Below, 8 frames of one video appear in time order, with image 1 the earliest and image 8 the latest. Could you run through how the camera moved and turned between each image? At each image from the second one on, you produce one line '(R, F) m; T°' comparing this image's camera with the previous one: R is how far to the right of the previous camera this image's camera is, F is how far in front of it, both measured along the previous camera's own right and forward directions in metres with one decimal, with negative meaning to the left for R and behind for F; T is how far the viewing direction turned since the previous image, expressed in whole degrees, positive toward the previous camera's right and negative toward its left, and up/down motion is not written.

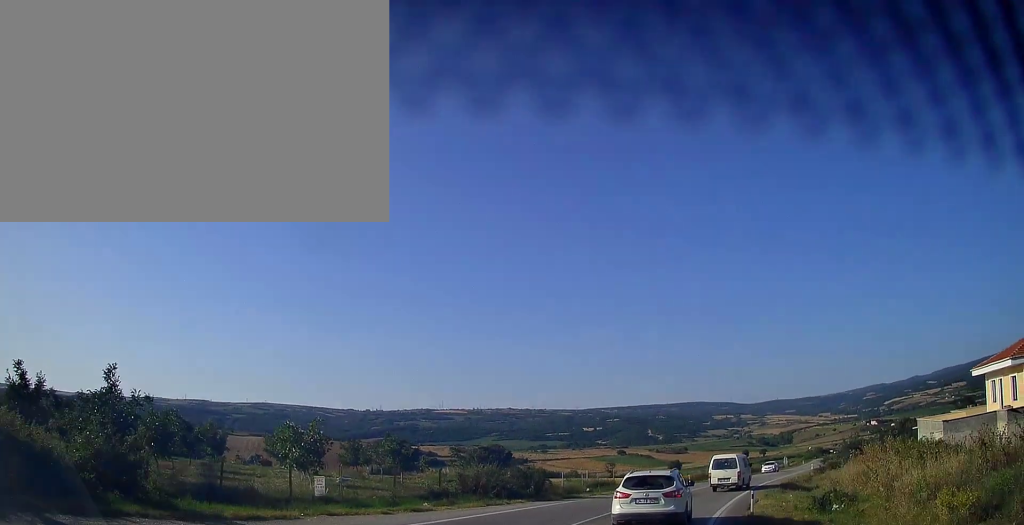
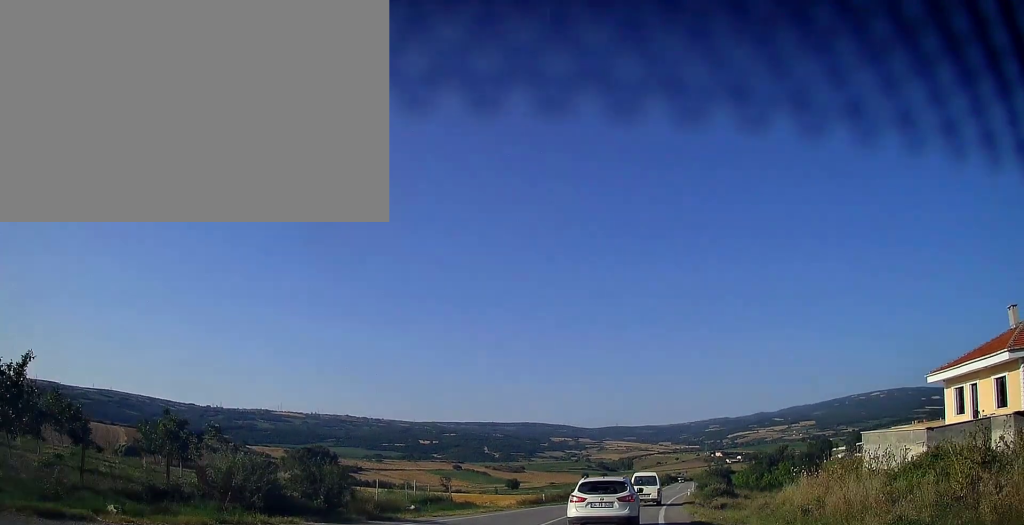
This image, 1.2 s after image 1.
(+1.0, +10.8) m; +14°
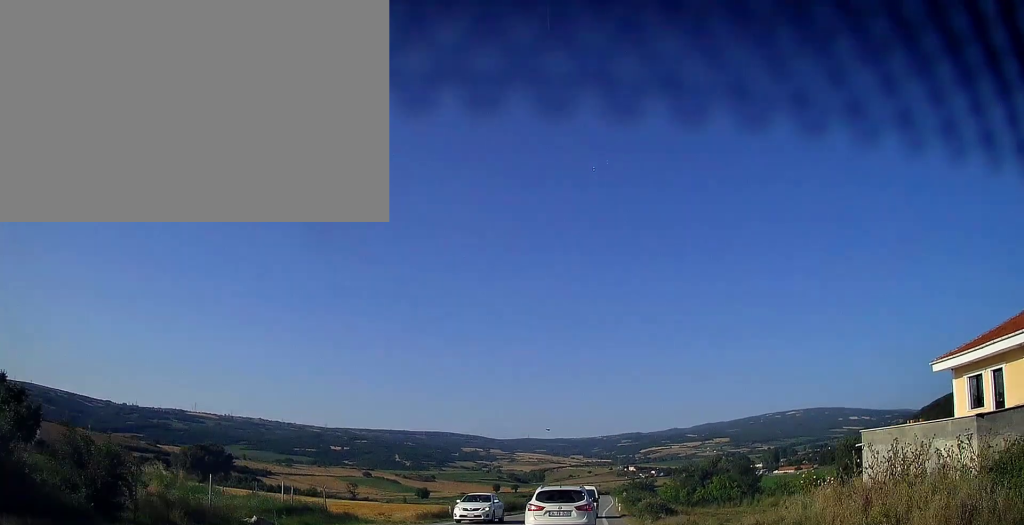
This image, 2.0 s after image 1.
(+0.9, +7.7) m; +8°
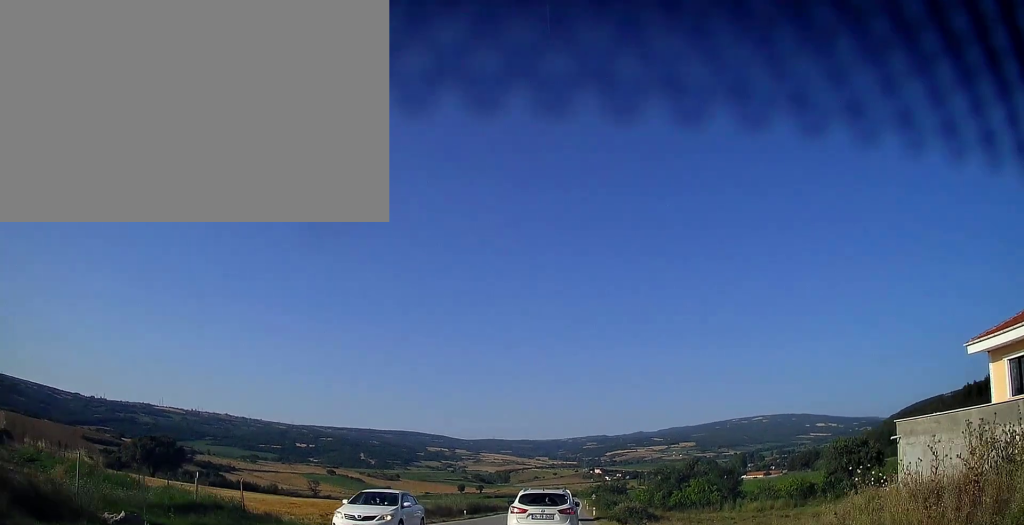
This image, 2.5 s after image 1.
(+0.3, +5.1) m; +4°
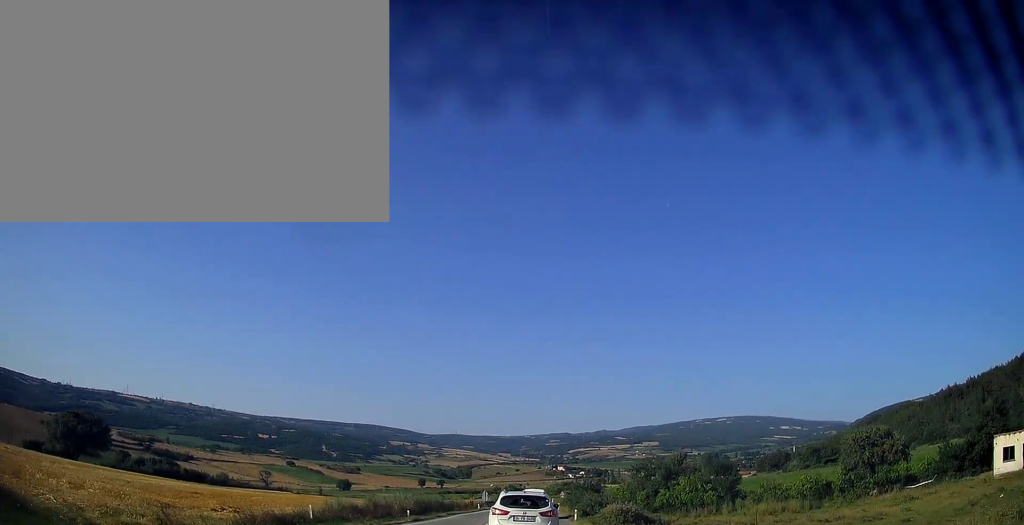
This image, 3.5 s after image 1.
(+0.5, +10.3) m; +5°
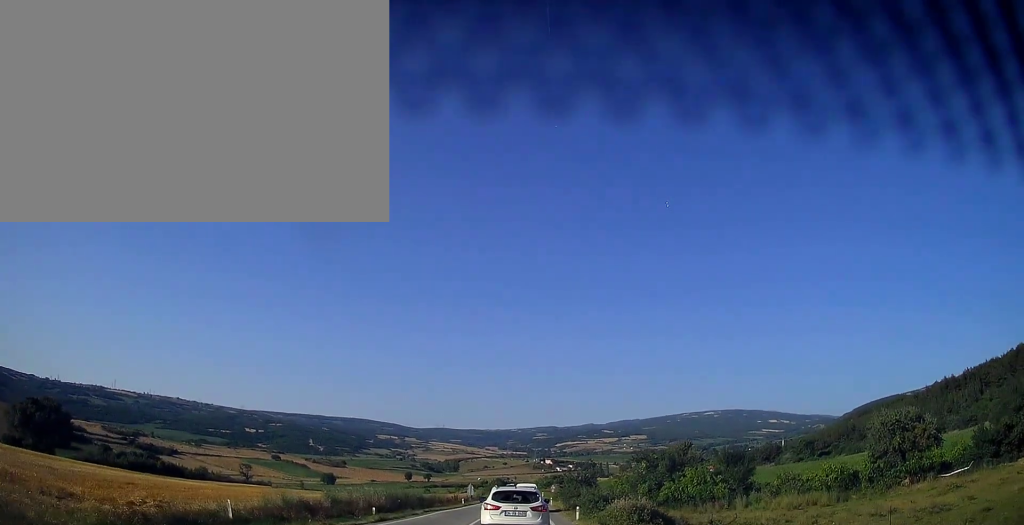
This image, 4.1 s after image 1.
(+0.1, +6.4) m; +2°
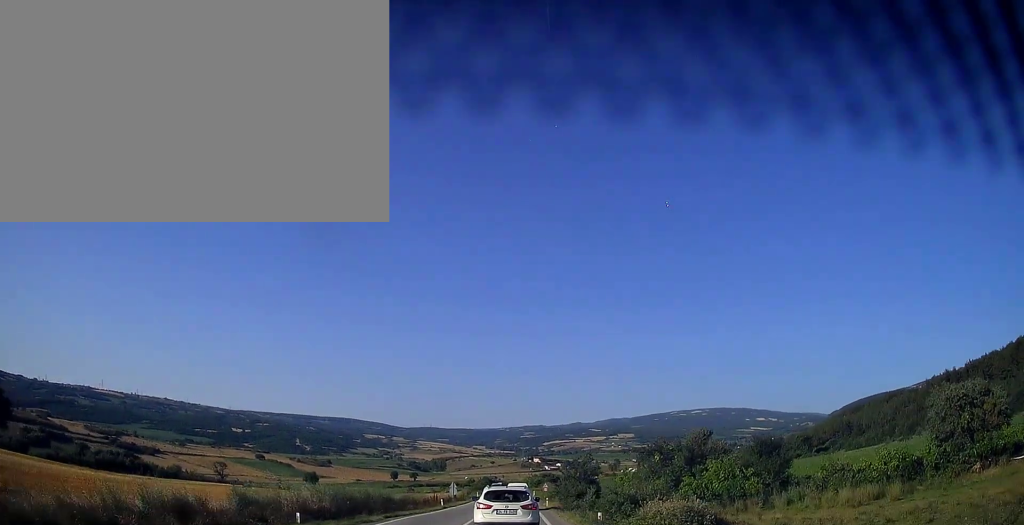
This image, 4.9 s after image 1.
(+0.2, +9.7) m; +2°
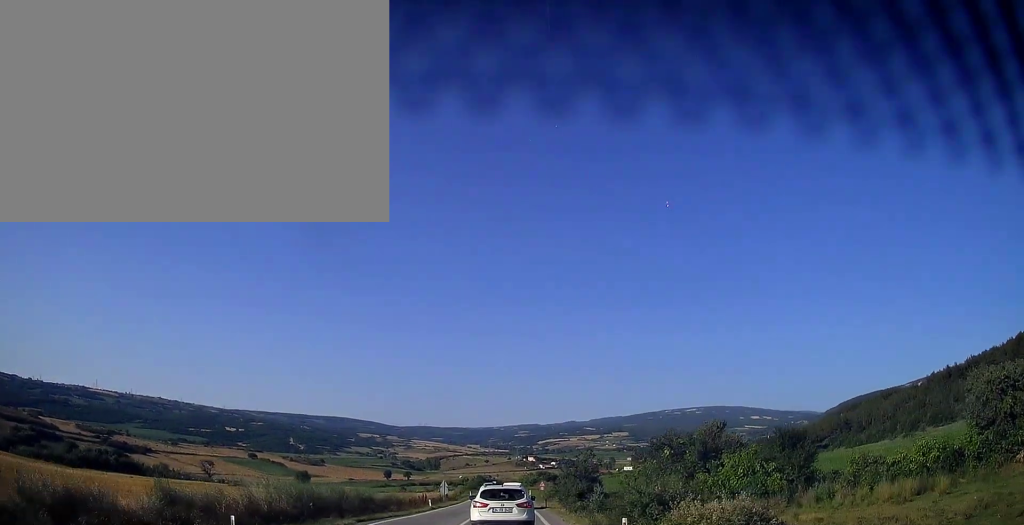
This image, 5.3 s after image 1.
(0.0, +4.7) m; +1°
